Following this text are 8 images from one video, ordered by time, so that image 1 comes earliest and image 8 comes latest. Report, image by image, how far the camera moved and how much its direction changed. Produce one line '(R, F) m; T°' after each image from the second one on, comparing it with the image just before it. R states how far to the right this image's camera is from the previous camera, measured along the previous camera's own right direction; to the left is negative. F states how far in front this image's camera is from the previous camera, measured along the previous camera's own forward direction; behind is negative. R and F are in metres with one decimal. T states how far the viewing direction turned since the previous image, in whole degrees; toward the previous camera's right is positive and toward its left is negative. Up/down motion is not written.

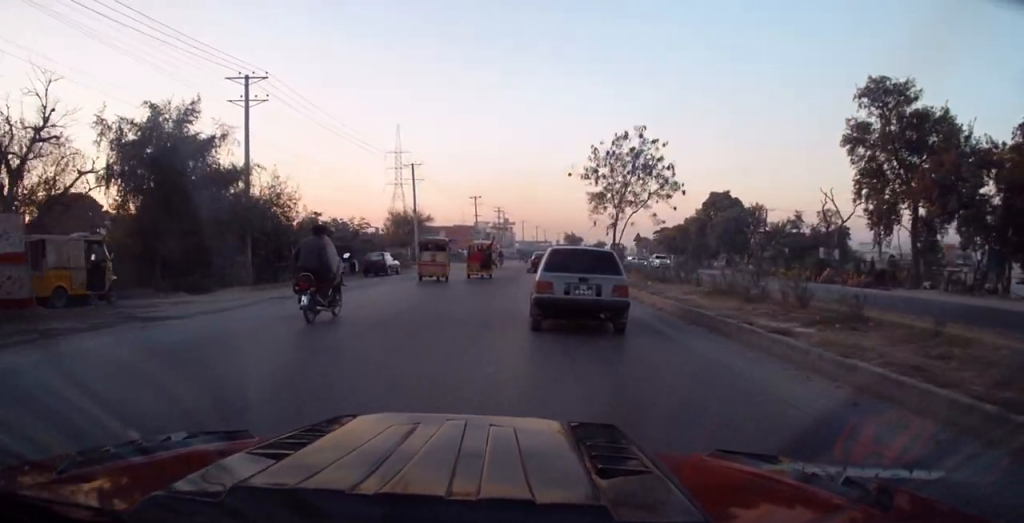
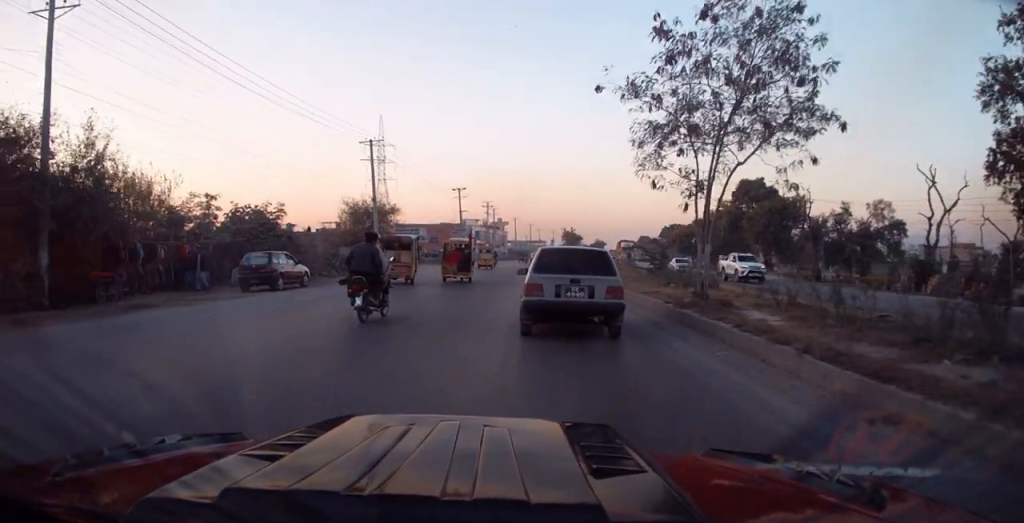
(-0.3, +17.3) m; 0°
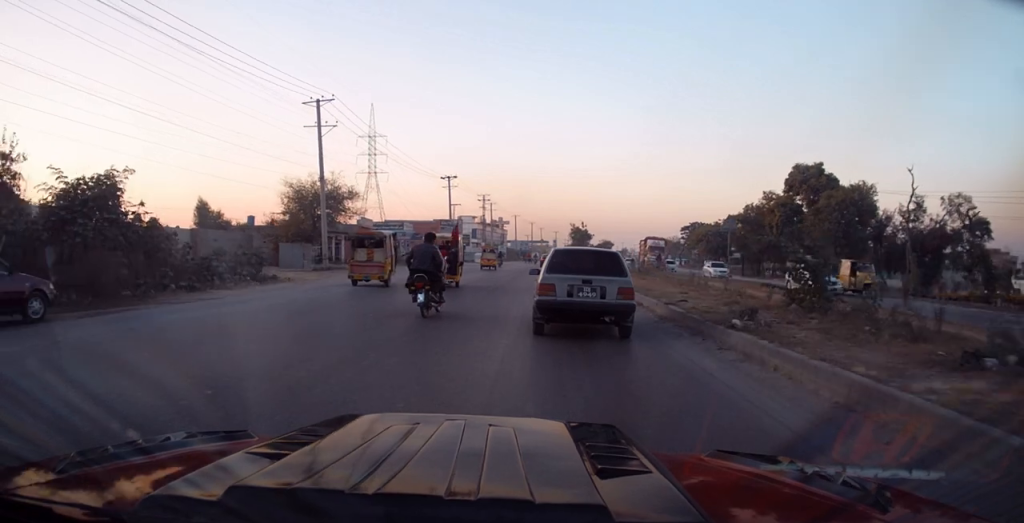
(+0.4, +17.5) m; +1°
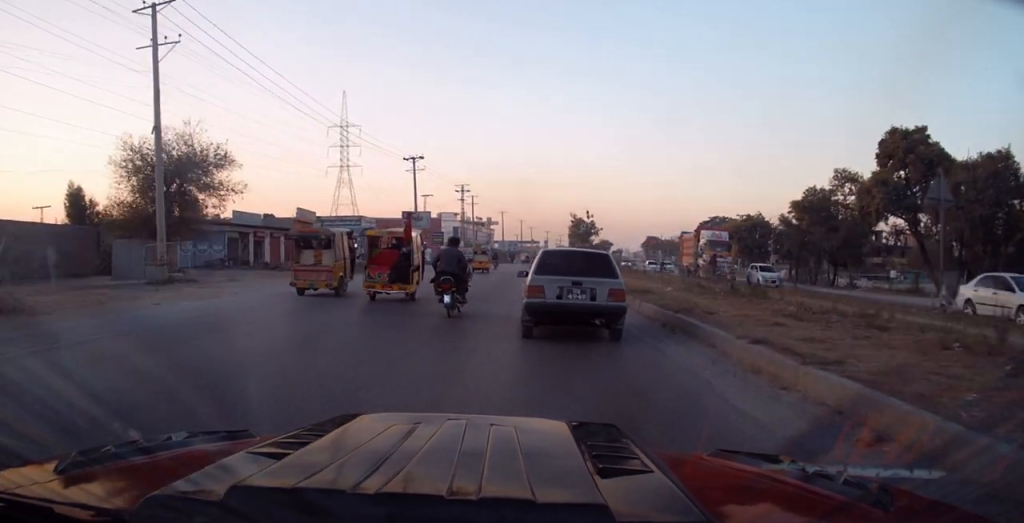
(0.0, +25.2) m; +1°
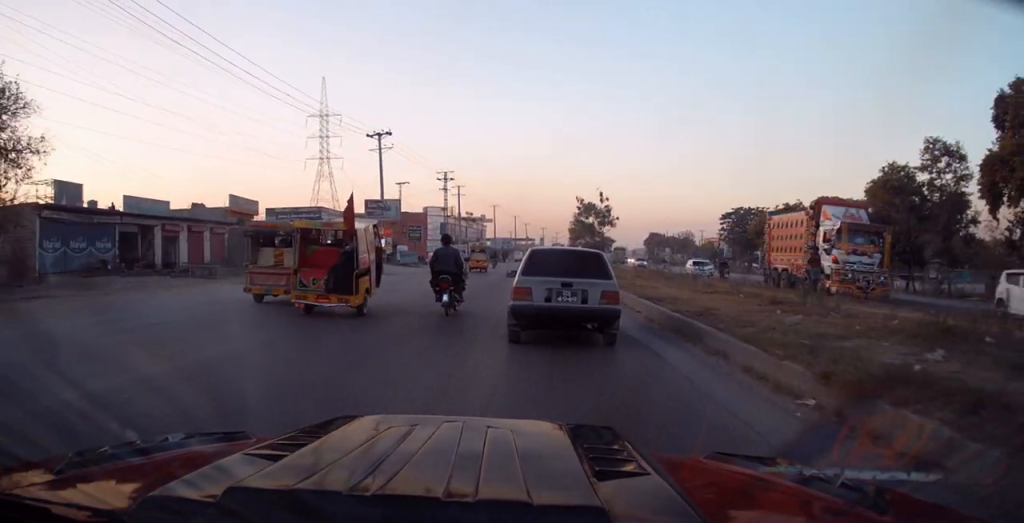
(+0.2, +20.8) m; +1°
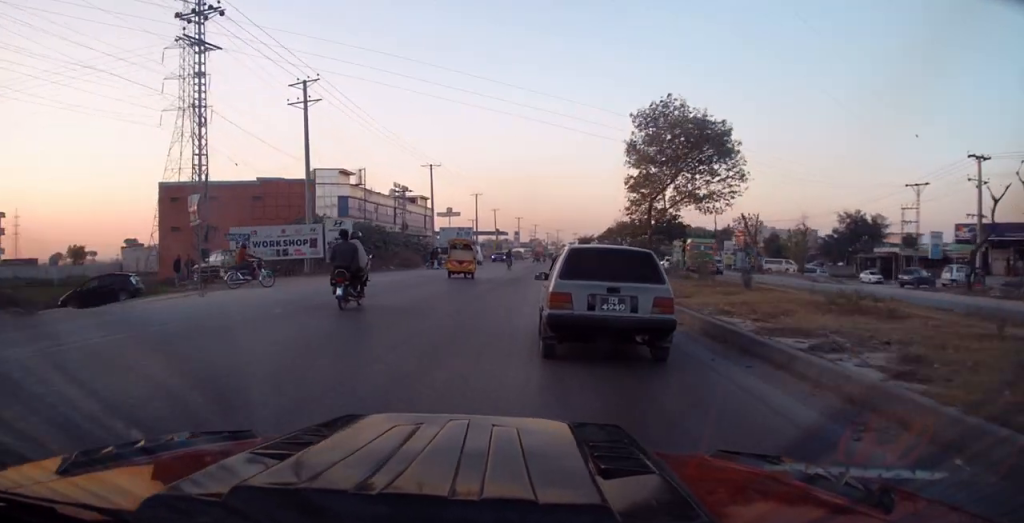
(0.0, +27.4) m; 0°
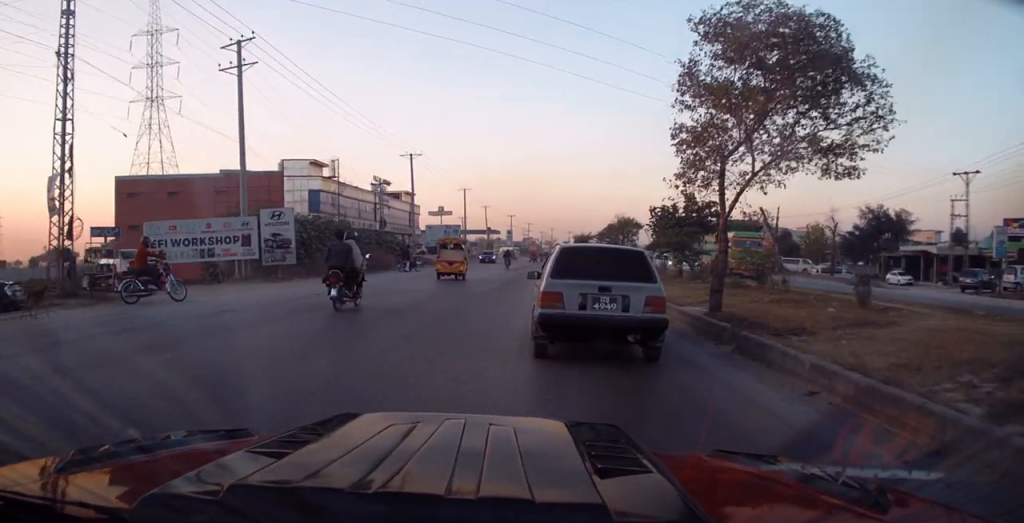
(0.0, +10.6) m; +1°
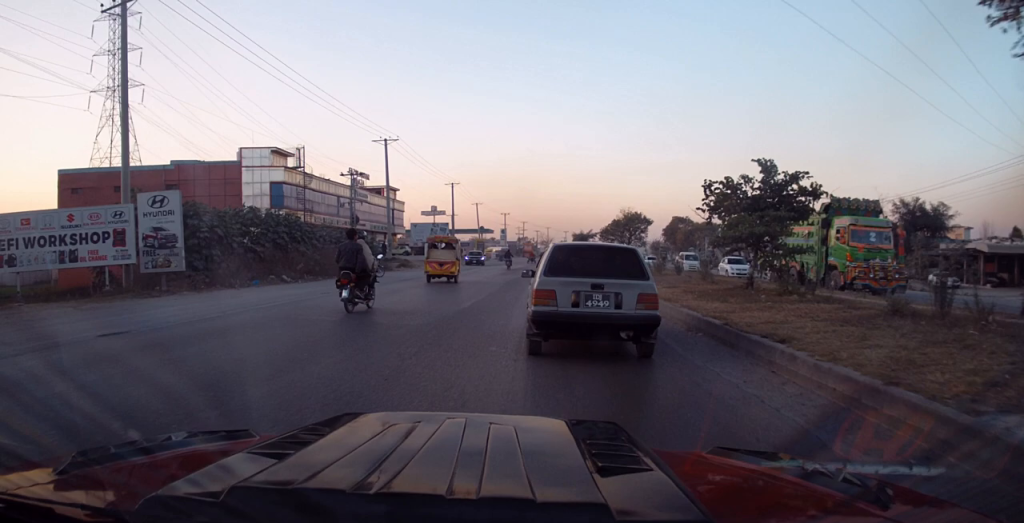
(0.0, +11.7) m; +1°
